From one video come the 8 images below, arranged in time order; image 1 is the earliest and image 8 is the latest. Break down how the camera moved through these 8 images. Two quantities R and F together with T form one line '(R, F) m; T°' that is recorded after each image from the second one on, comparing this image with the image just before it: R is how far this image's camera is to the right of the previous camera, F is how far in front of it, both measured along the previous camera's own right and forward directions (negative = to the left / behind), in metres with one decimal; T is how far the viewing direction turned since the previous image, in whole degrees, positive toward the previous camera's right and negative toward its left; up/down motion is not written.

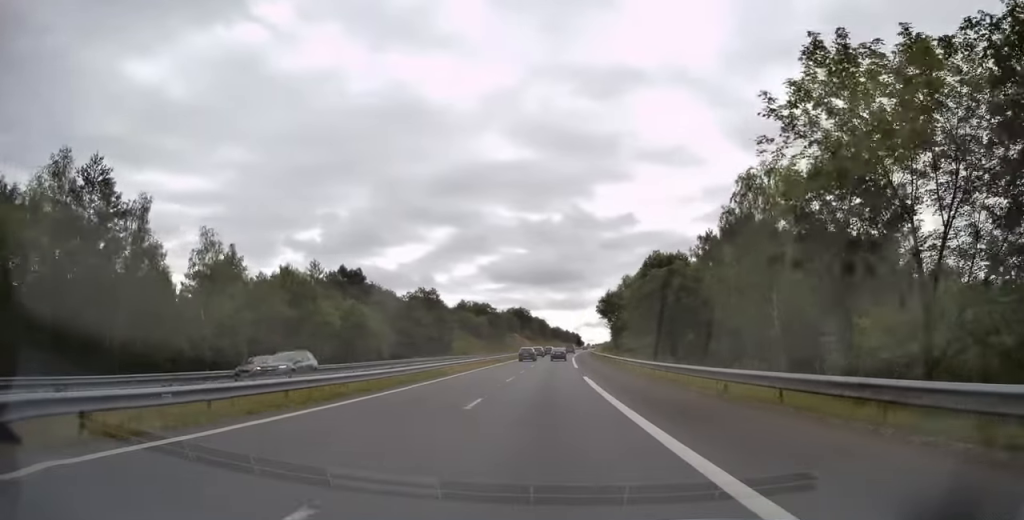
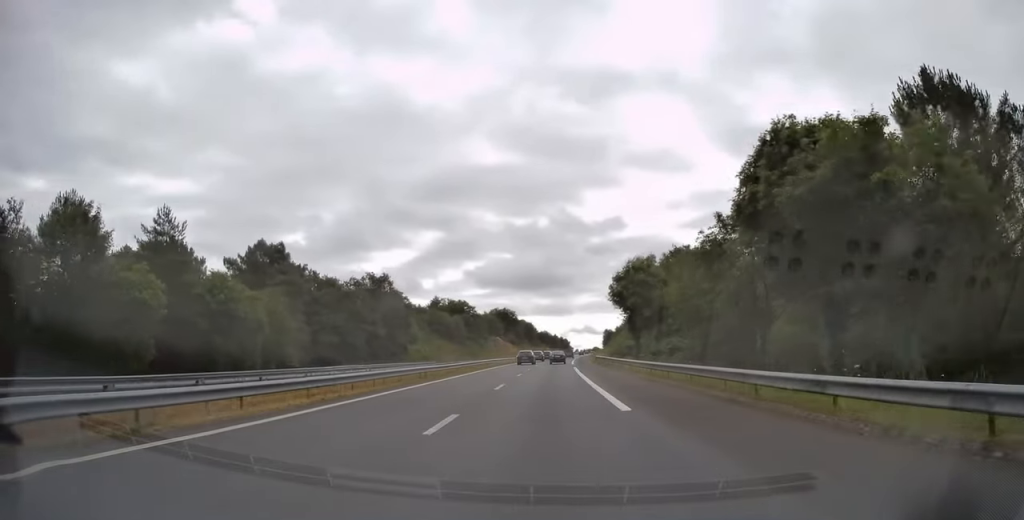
(-0.1, +30.2) m; +1°
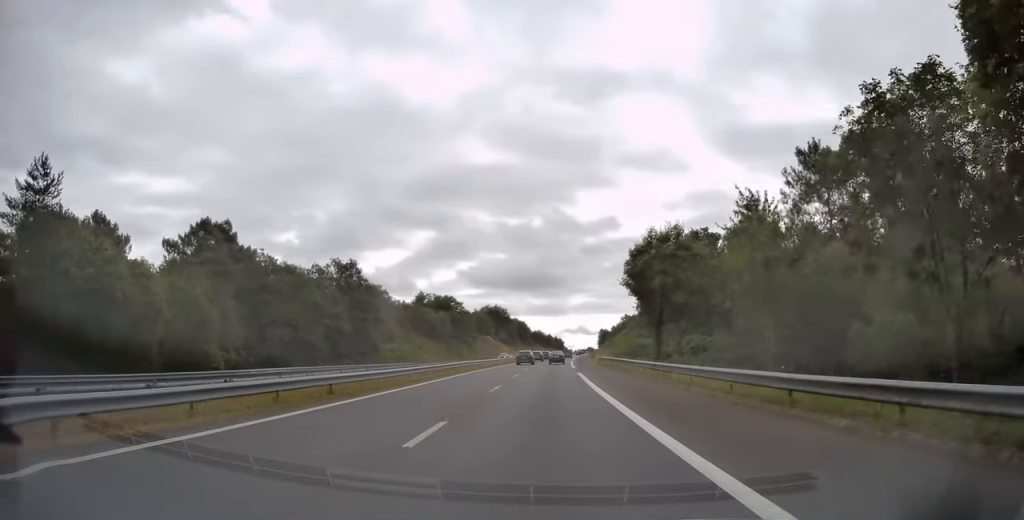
(+0.3, +14.1) m; +1°
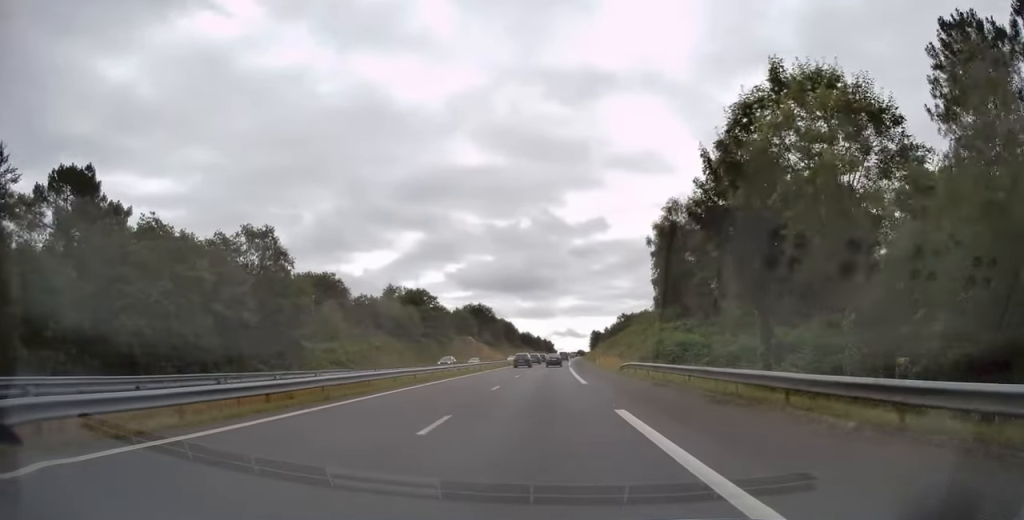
(+0.4, +24.2) m; +1°
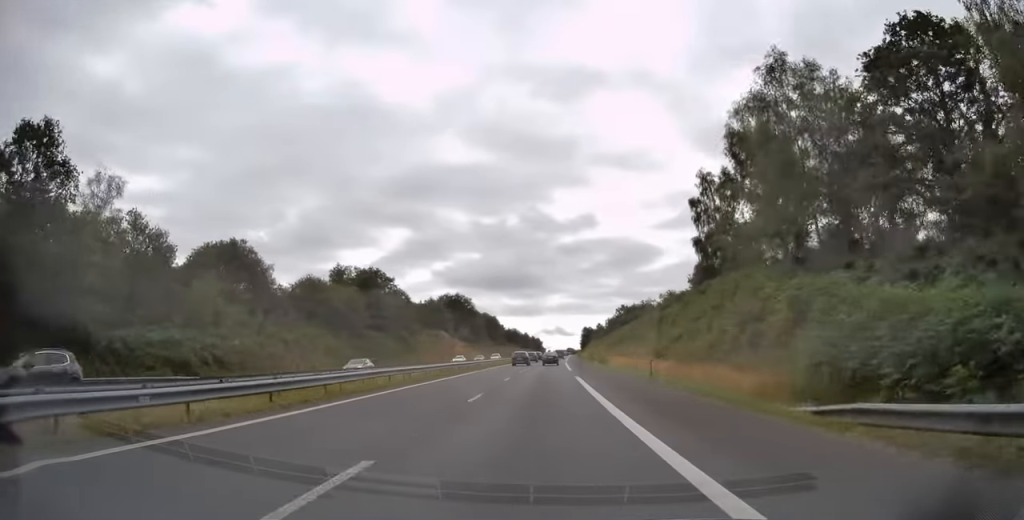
(+0.3, +31.2) m; +1°
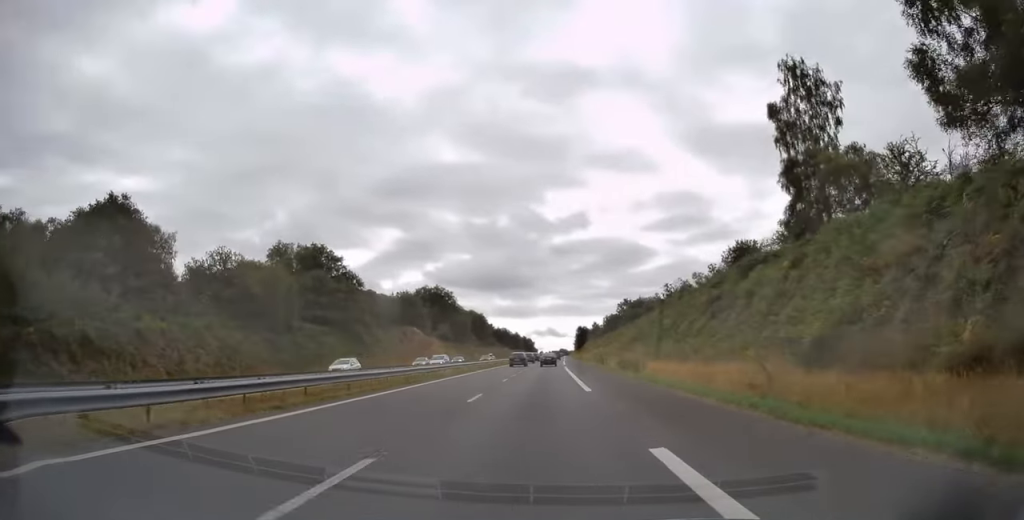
(0.0, +25.2) m; 0°
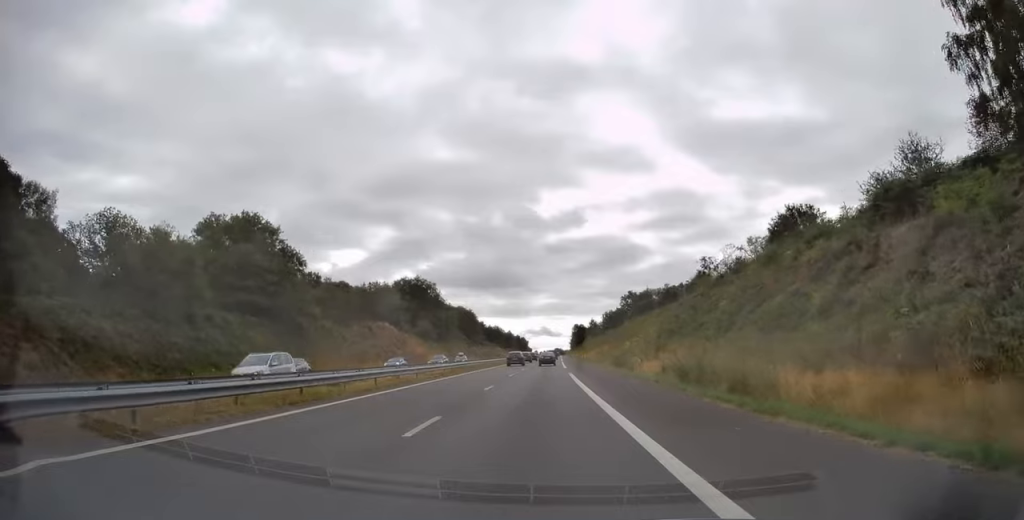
(-0.1, +20.2) m; +1°
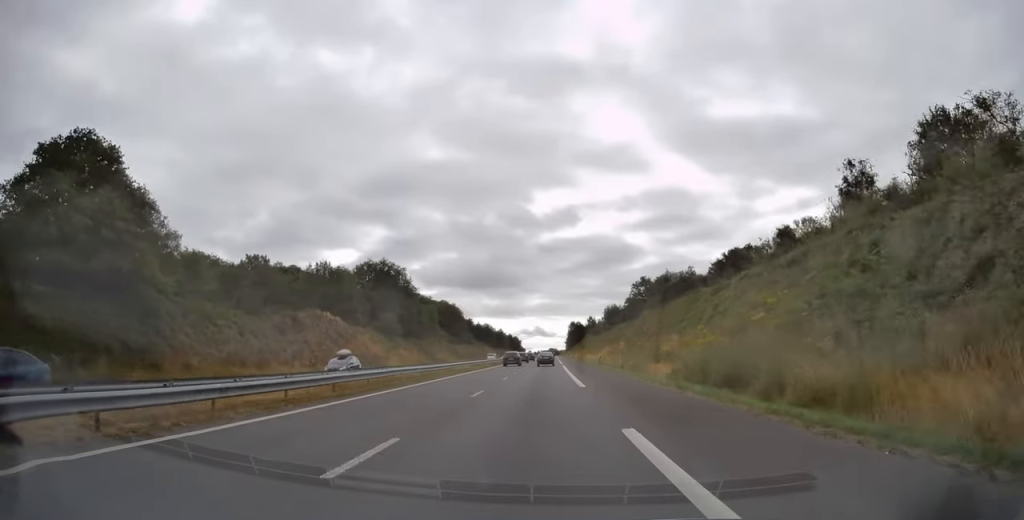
(+0.4, +29.0) m; +2°
